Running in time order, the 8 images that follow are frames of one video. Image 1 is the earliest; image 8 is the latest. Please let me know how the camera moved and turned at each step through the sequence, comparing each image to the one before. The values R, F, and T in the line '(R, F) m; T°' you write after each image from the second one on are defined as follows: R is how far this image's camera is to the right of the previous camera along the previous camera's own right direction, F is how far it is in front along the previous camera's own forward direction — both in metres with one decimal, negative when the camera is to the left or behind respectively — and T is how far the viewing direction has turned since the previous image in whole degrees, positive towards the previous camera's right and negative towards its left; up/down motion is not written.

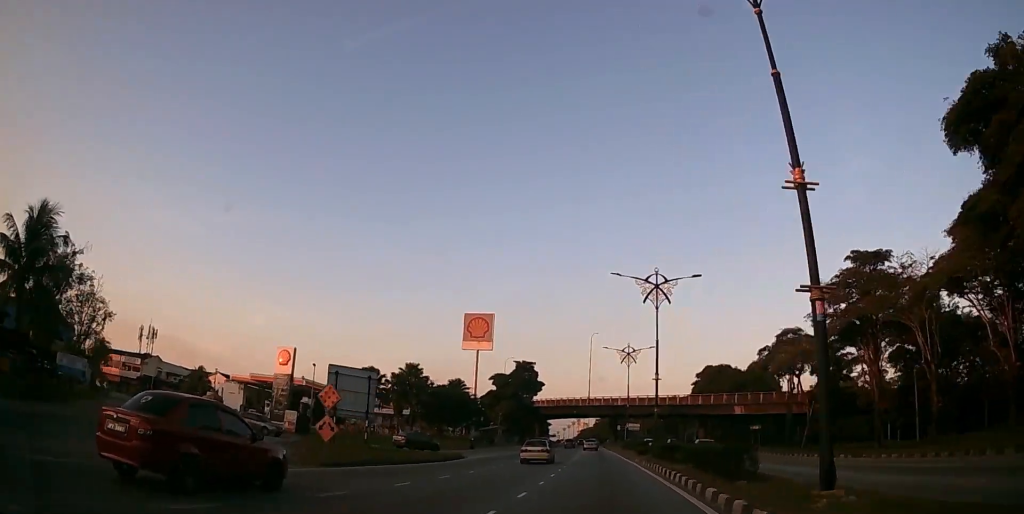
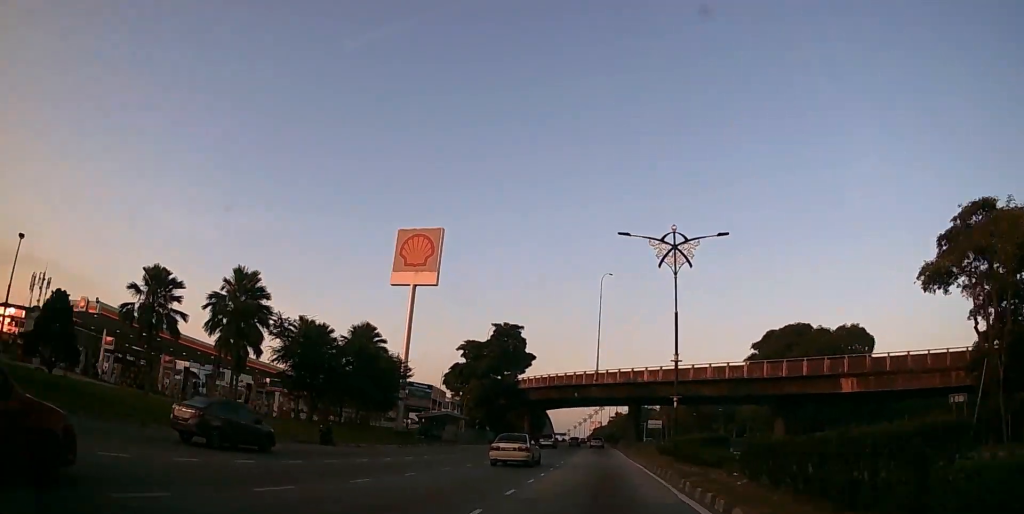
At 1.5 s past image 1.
(-0.3, +38.1) m; -1°
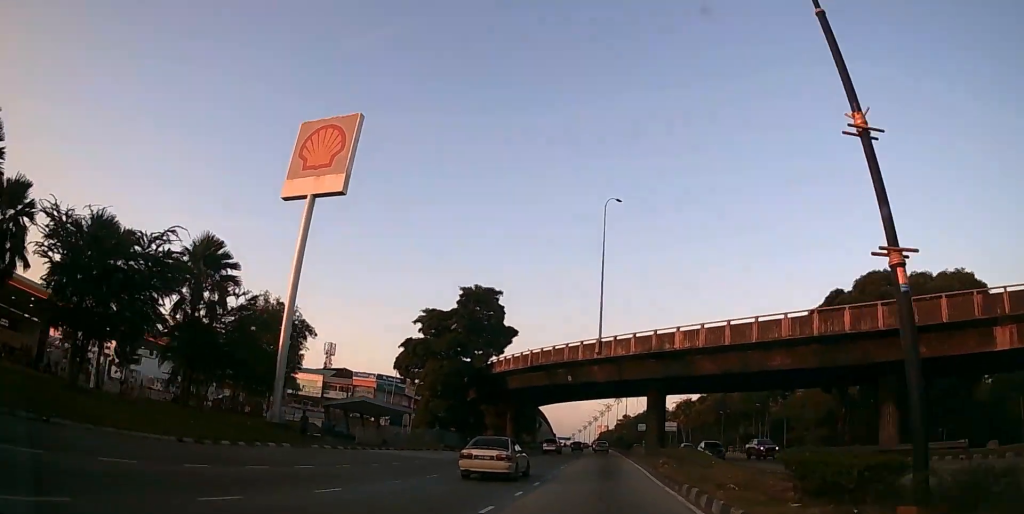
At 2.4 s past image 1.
(-0.1, +22.1) m; -1°
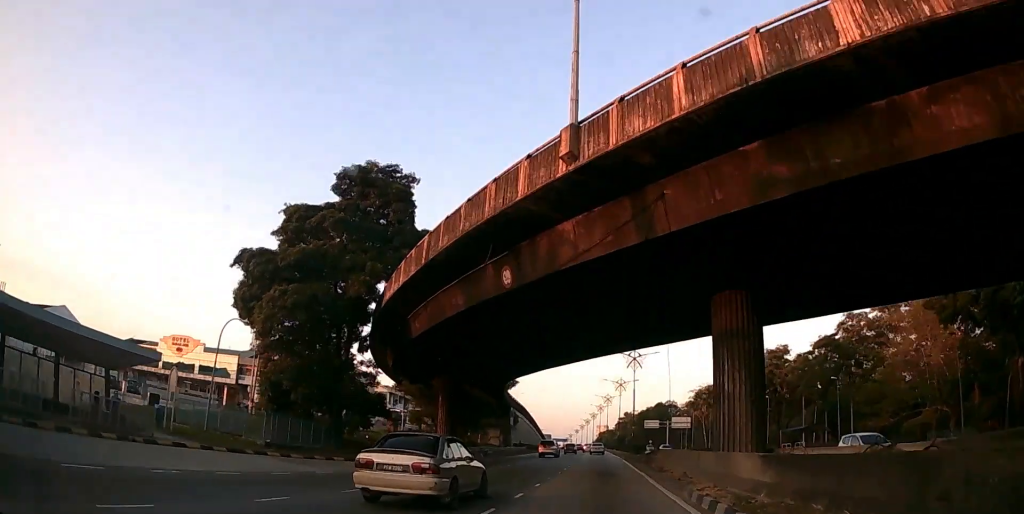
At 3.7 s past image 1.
(-0.2, +30.2) m; -1°
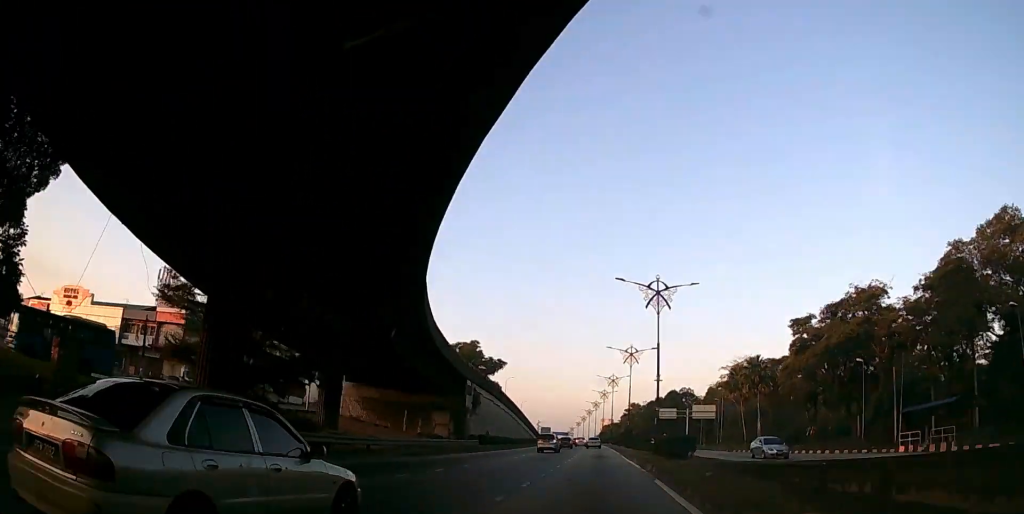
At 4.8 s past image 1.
(0.0, +27.9) m; 0°
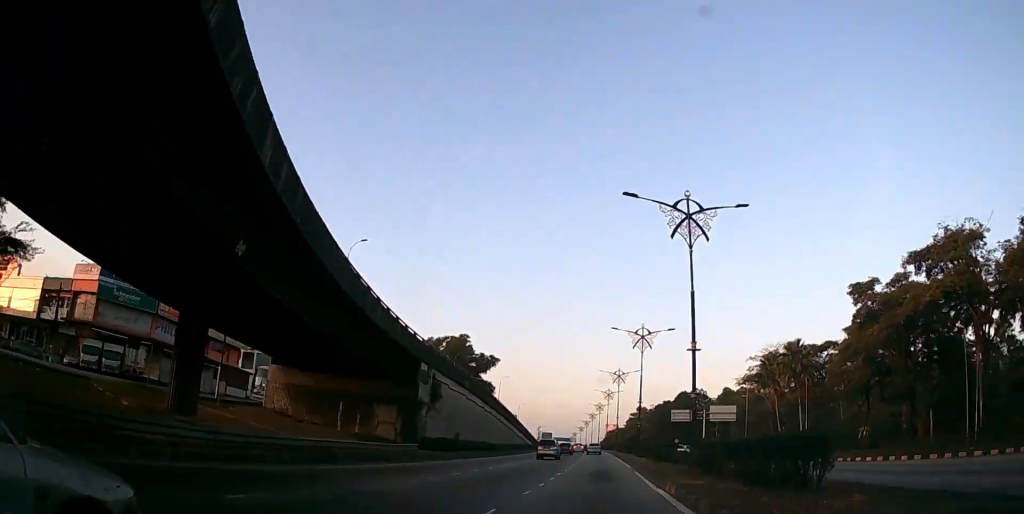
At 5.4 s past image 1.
(0.0, +14.6) m; 0°
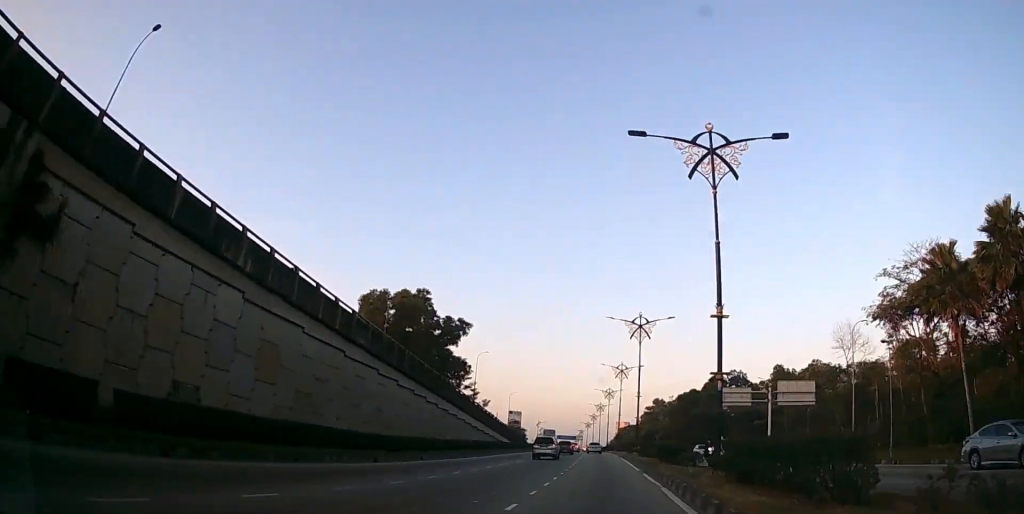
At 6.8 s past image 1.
(-0.3, +36.1) m; -1°
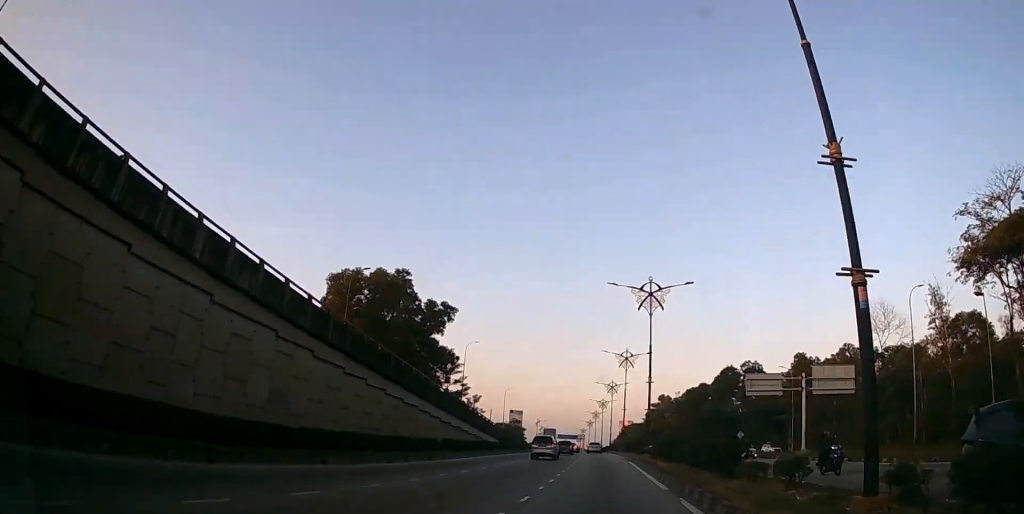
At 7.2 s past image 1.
(0.0, +10.6) m; 0°
